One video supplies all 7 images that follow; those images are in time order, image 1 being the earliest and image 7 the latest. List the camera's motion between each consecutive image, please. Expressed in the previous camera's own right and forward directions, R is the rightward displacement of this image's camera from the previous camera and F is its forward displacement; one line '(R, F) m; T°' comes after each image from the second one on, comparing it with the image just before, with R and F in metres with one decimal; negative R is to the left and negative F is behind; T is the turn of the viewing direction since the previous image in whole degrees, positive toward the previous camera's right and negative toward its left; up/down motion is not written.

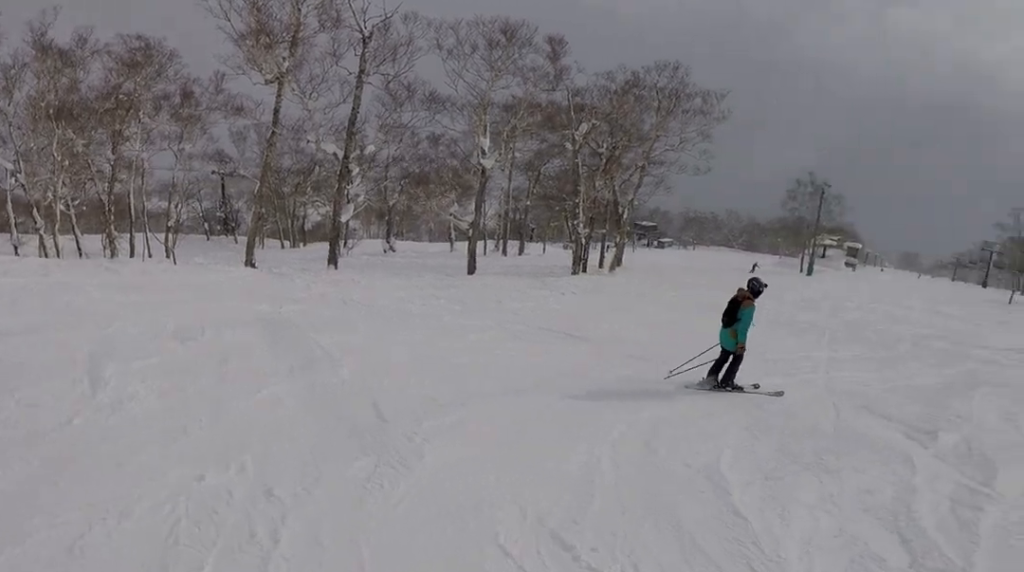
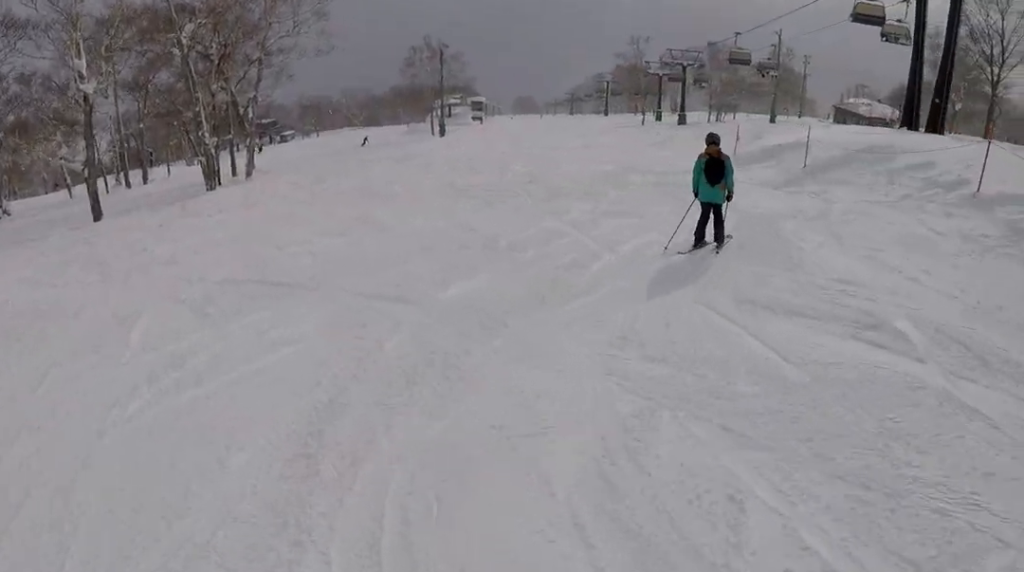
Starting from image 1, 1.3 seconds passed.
(+1.9, +4.1) m; +26°
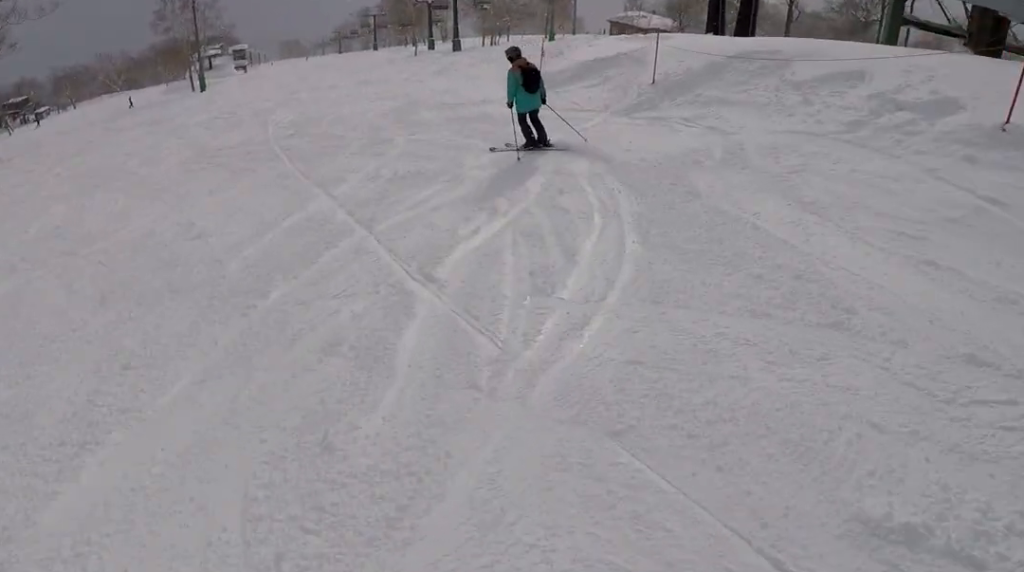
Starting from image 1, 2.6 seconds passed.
(-0.3, +6.2) m; -3°
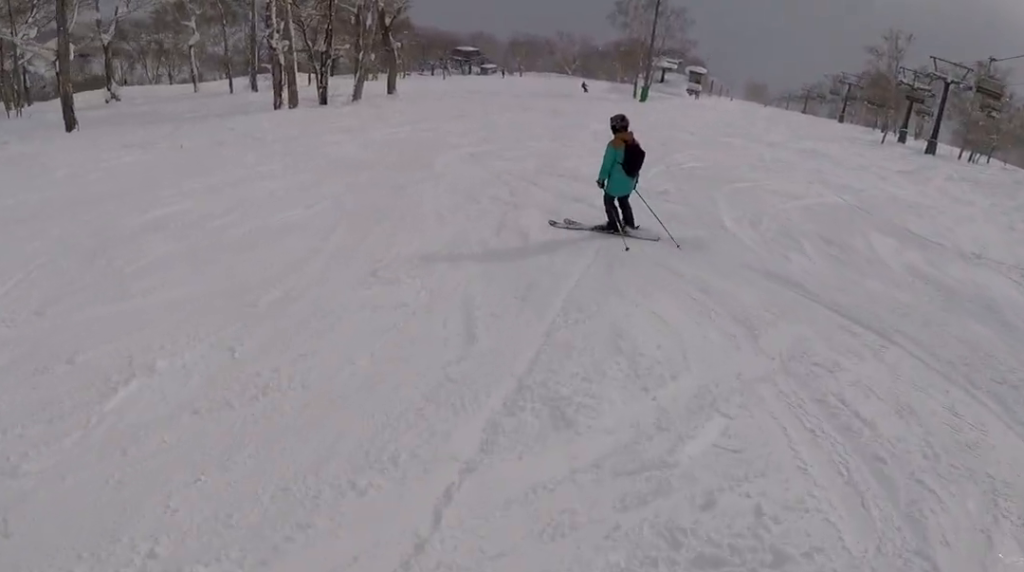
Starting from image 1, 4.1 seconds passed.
(-1.2, +7.8) m; -19°
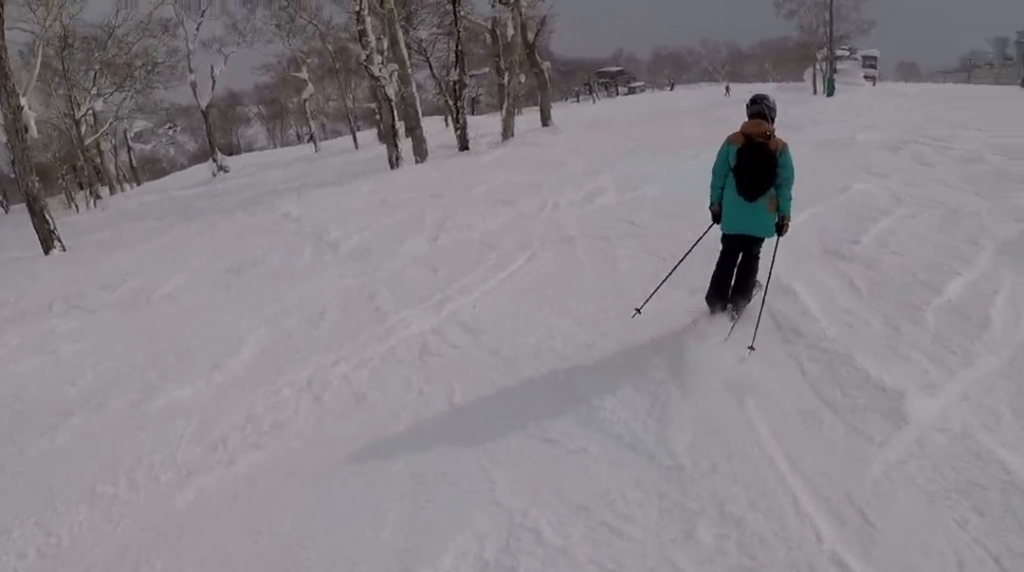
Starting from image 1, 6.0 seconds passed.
(-0.5, +10.5) m; +7°
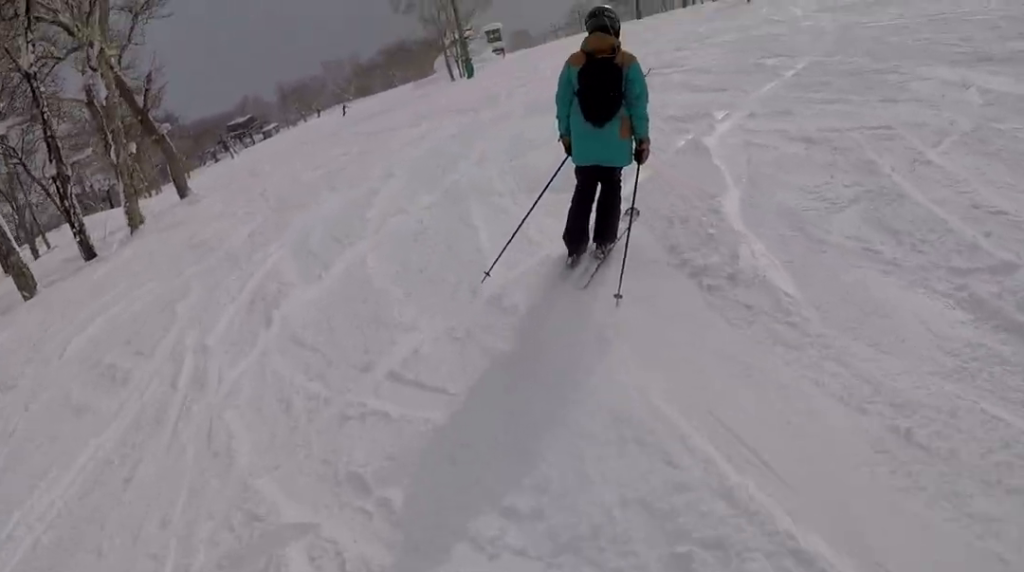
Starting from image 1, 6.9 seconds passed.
(+0.8, +4.7) m; +22°
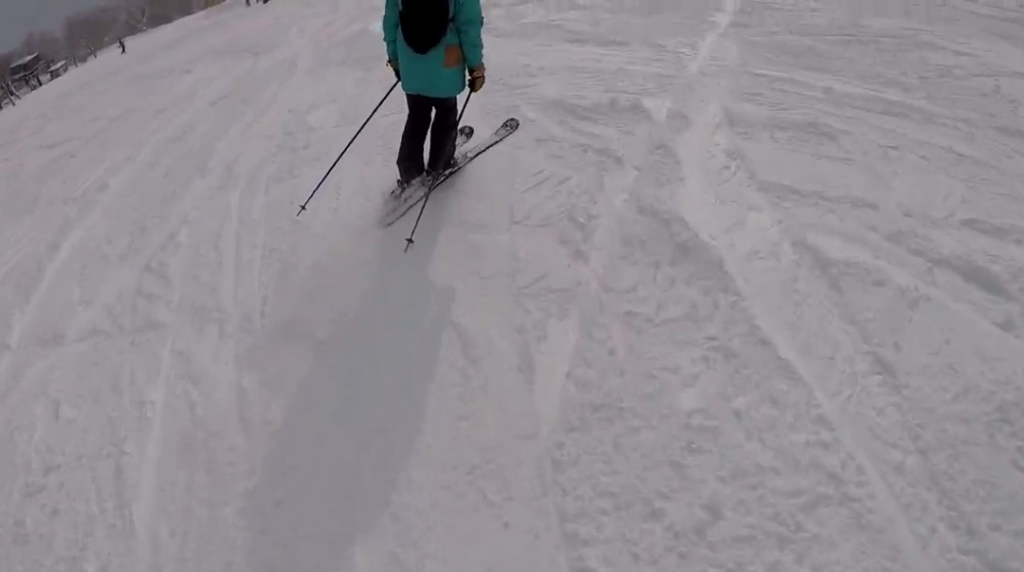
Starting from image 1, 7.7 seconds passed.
(+0.7, +3.8) m; +16°
